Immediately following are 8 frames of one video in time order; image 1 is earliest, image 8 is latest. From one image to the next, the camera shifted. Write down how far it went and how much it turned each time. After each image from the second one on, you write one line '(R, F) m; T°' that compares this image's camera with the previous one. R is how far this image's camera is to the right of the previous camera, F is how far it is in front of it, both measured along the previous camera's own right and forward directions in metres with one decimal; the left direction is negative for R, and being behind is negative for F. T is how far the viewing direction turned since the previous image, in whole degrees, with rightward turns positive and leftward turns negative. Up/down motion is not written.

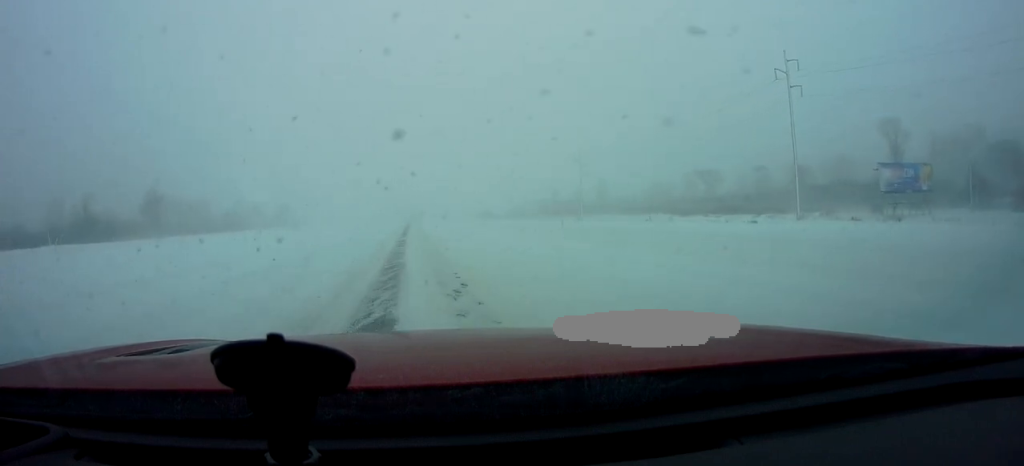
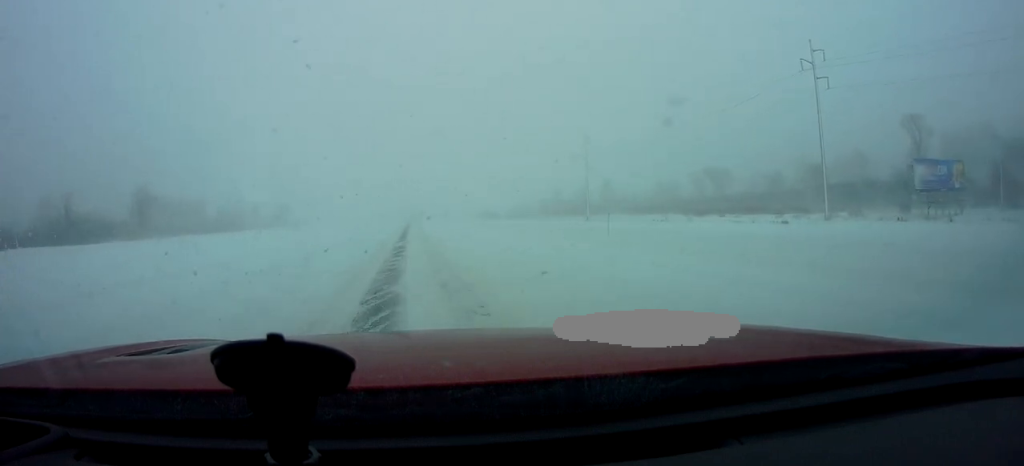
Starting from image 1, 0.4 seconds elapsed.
(0.0, +6.0) m; 0°
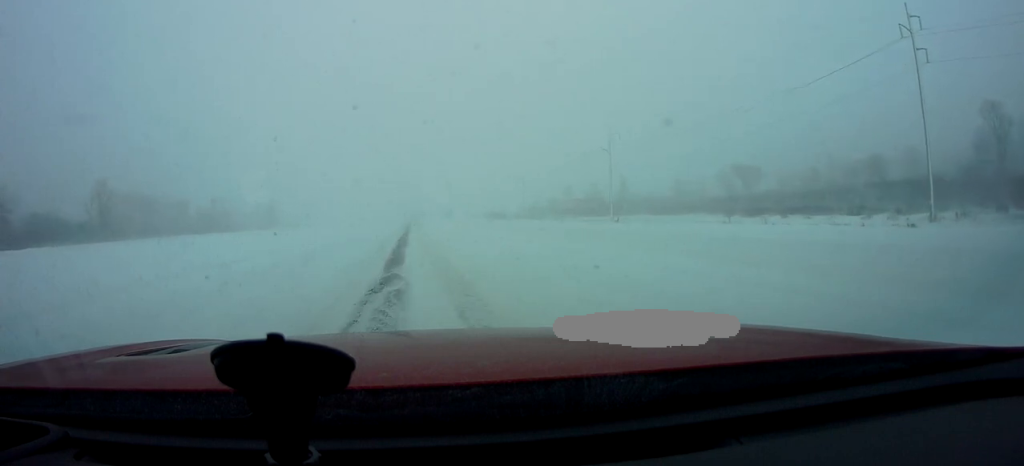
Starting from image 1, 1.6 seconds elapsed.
(0.0, +18.2) m; 0°
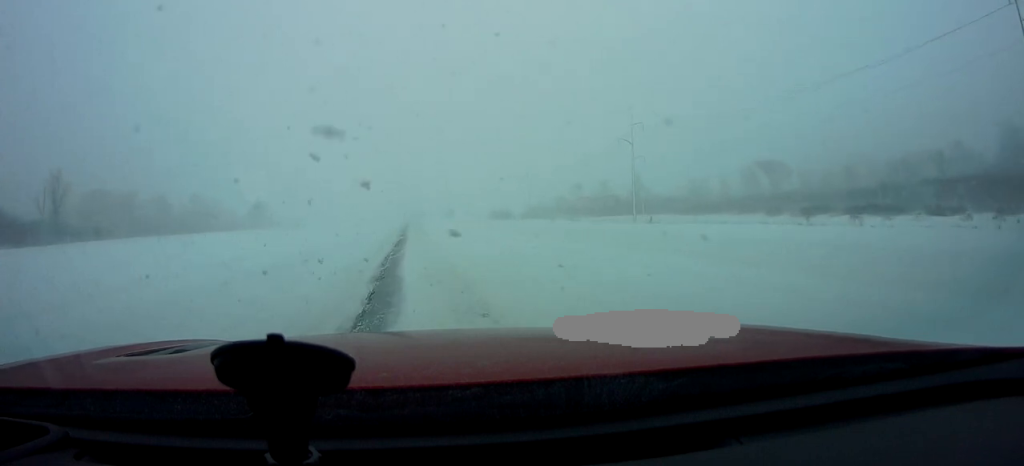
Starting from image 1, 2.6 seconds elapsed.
(0.0, +15.9) m; +1°
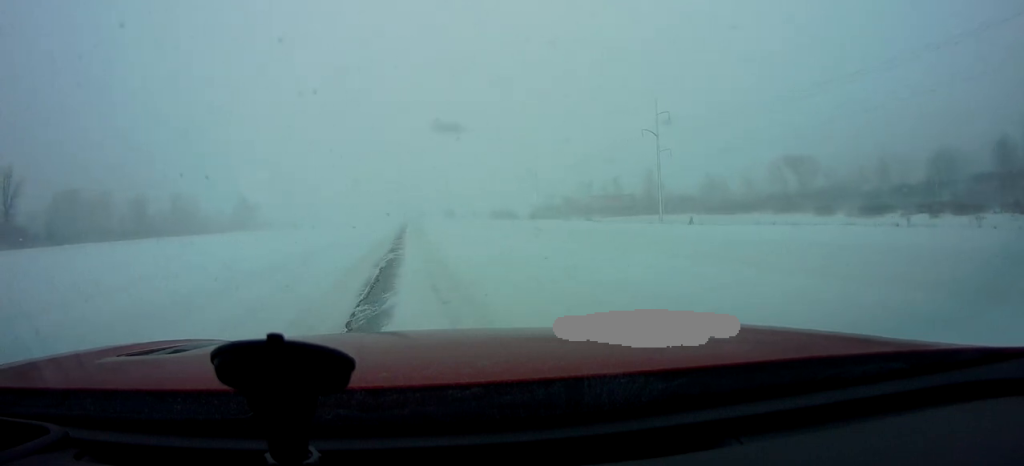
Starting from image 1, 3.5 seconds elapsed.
(+0.3, +13.9) m; +1°
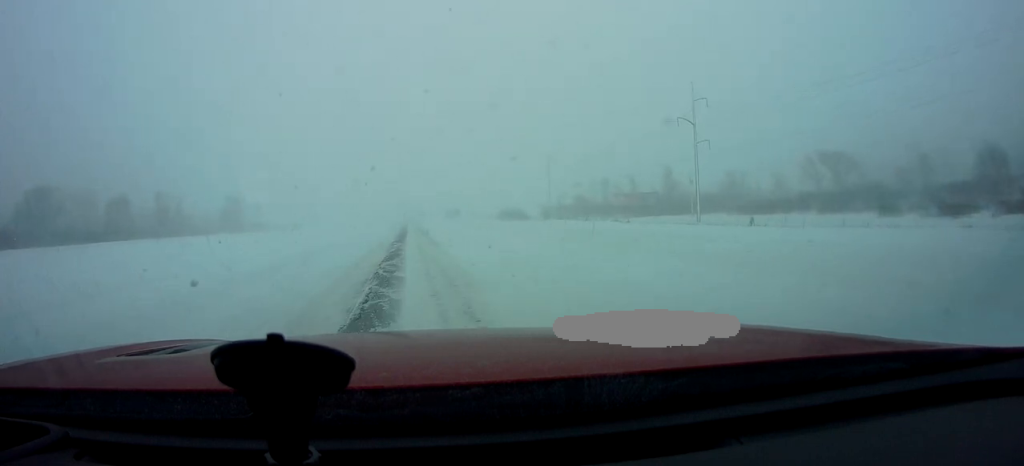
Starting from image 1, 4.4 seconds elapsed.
(+0.1, +14.0) m; 0°
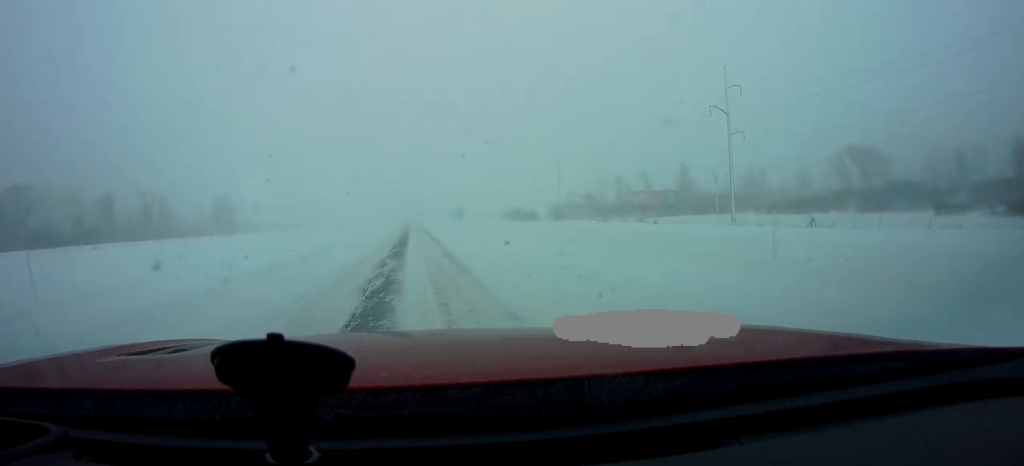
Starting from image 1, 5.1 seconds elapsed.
(-0.4, +10.4) m; 0°
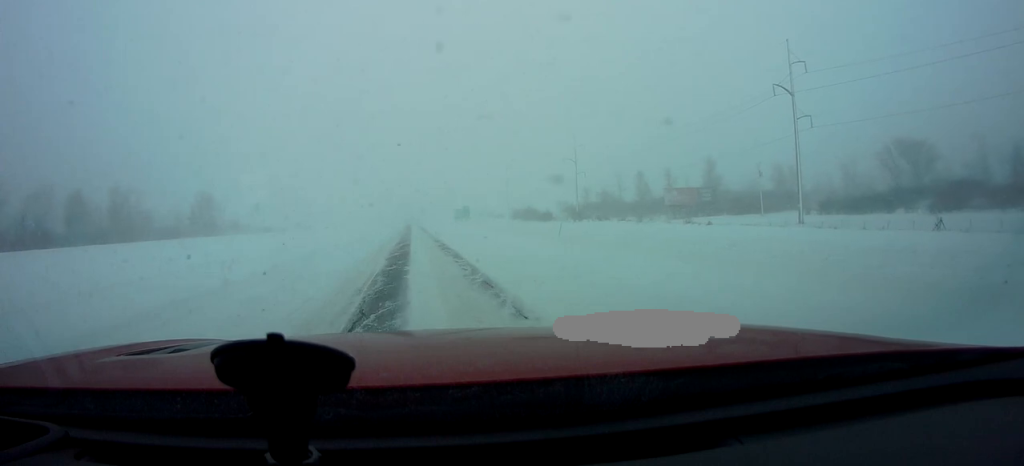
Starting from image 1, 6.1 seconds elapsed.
(+0.6, +16.4) m; +2°
